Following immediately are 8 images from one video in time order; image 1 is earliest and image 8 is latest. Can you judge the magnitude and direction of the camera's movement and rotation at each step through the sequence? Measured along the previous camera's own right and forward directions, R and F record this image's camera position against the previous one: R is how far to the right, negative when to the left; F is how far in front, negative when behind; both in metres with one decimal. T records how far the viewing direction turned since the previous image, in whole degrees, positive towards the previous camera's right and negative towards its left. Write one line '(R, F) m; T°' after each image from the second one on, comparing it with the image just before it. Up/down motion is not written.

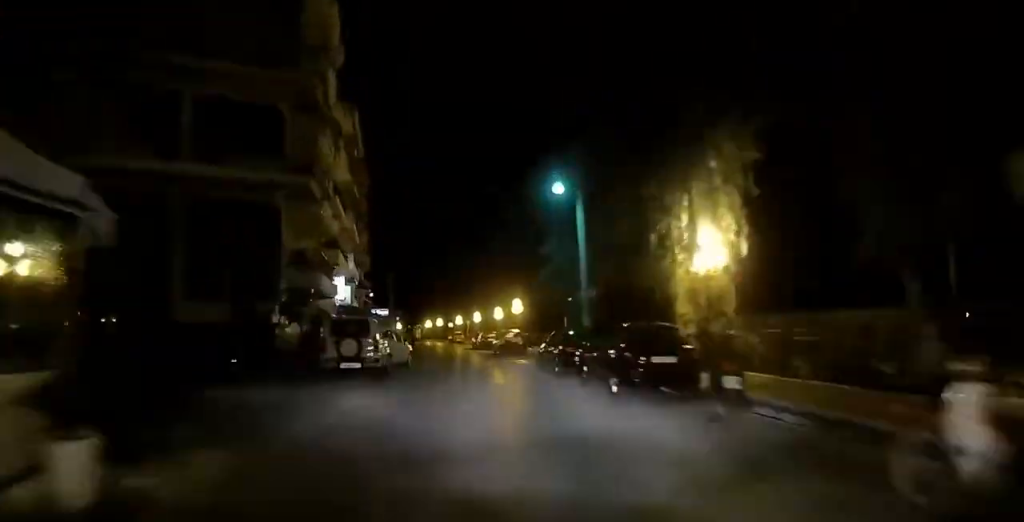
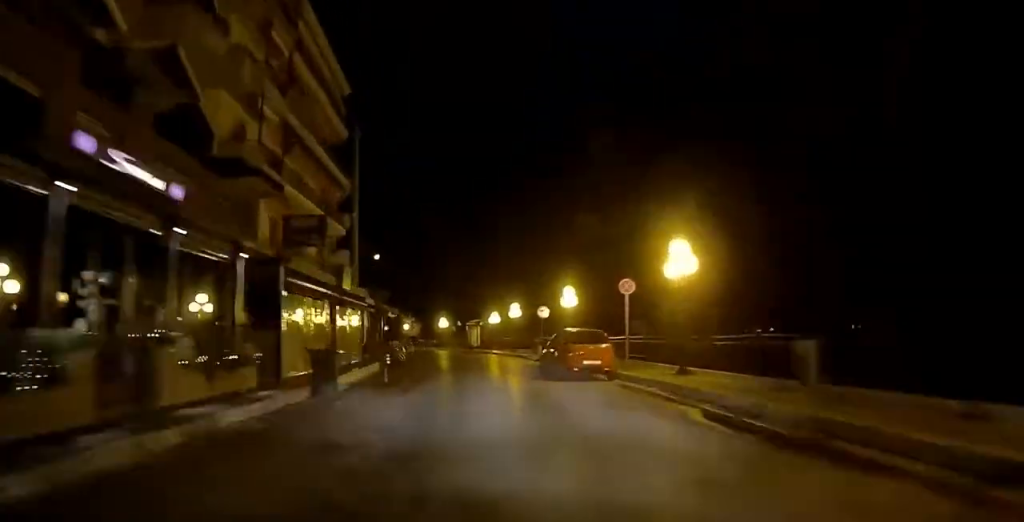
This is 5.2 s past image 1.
(-4.6, +61.7) m; -13°
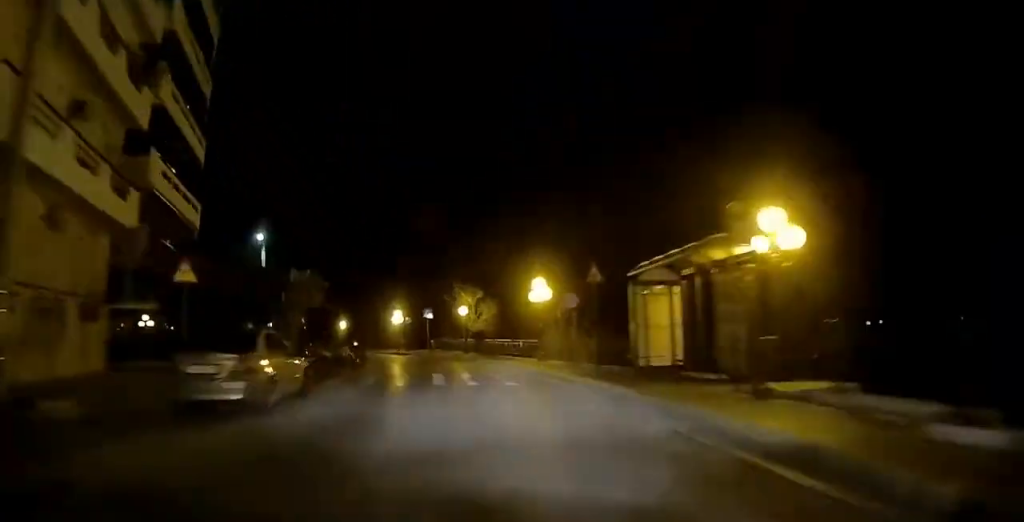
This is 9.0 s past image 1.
(-2.7, +46.9) m; -14°
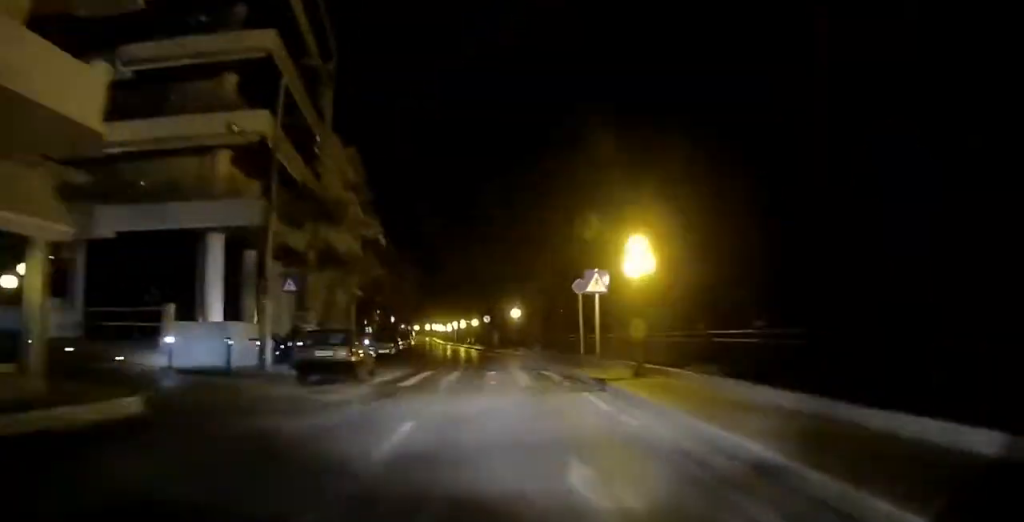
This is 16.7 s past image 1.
(-30.4, +96.8) m; -26°
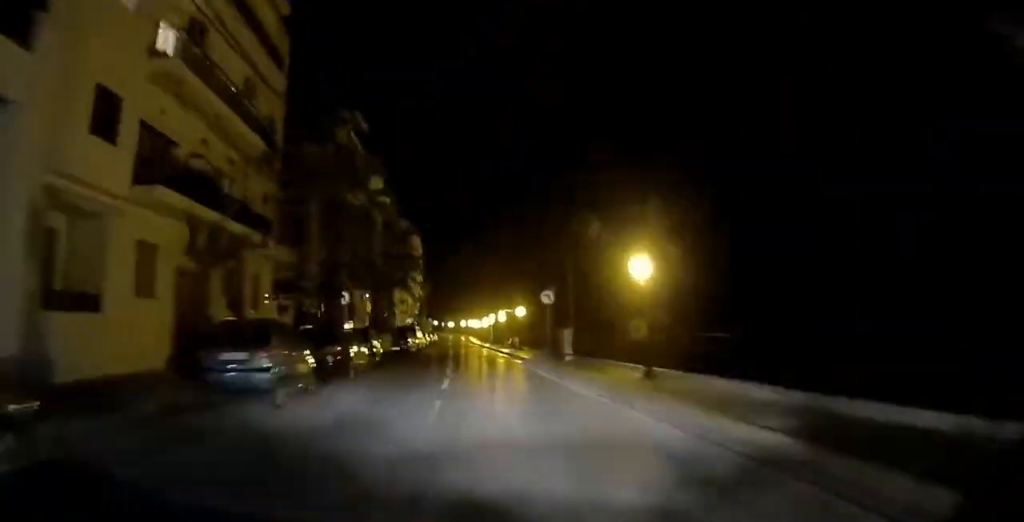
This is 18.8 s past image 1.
(-1.2, +30.0) m; -3°
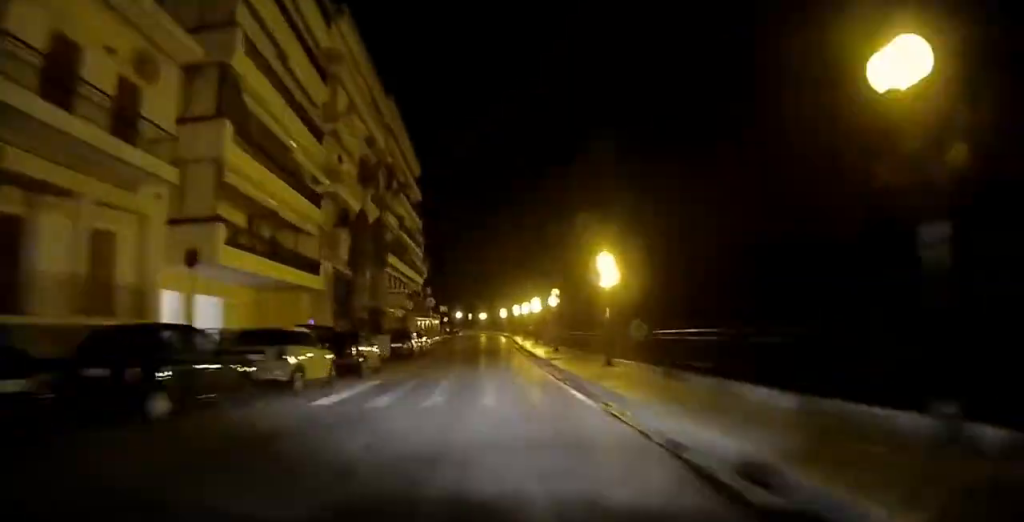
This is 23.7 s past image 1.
(-2.4, +67.5) m; -4°
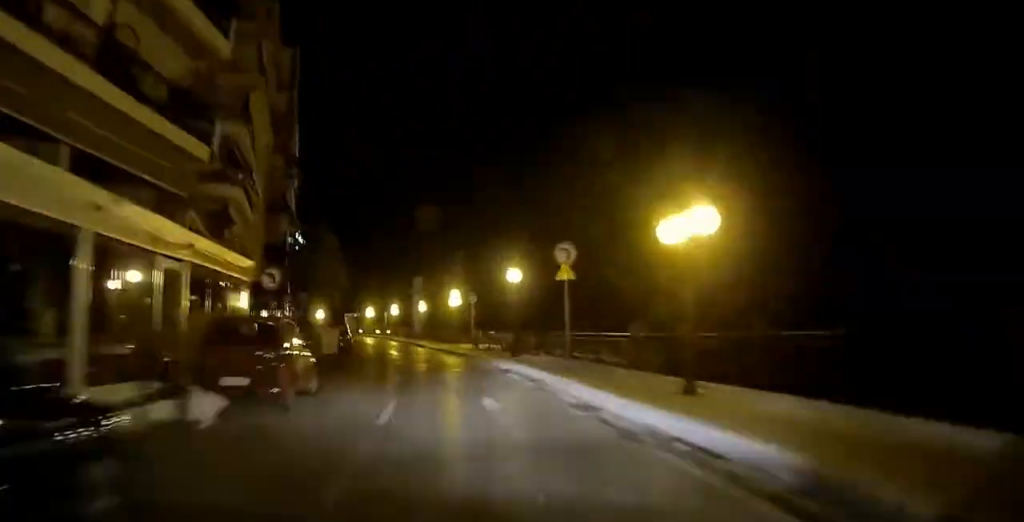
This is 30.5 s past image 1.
(-8.5, +88.5) m; -20°
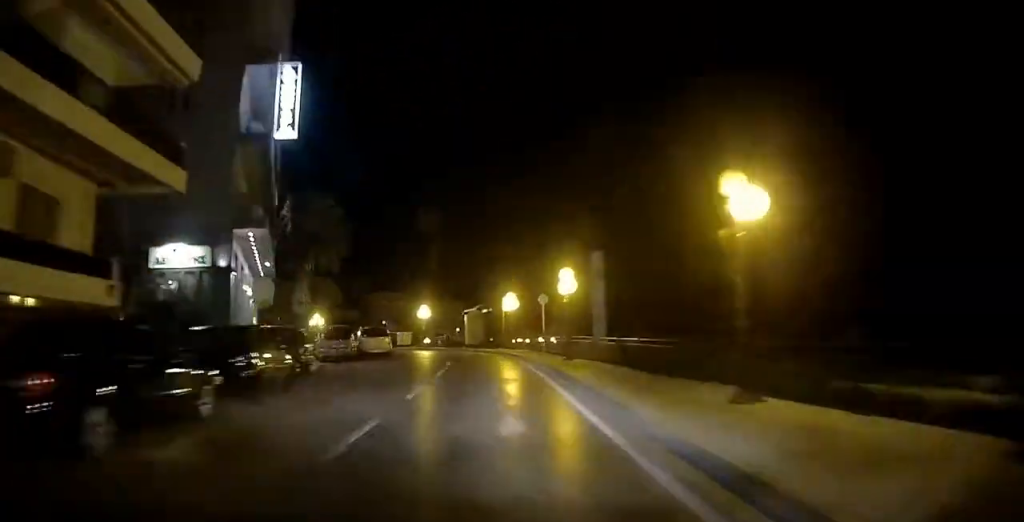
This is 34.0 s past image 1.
(-3.7, +40.2) m; -22°
